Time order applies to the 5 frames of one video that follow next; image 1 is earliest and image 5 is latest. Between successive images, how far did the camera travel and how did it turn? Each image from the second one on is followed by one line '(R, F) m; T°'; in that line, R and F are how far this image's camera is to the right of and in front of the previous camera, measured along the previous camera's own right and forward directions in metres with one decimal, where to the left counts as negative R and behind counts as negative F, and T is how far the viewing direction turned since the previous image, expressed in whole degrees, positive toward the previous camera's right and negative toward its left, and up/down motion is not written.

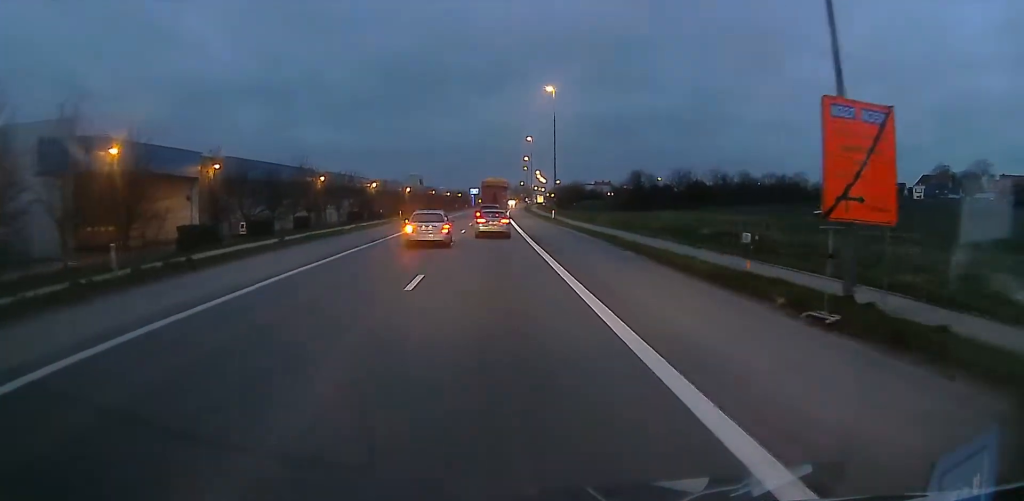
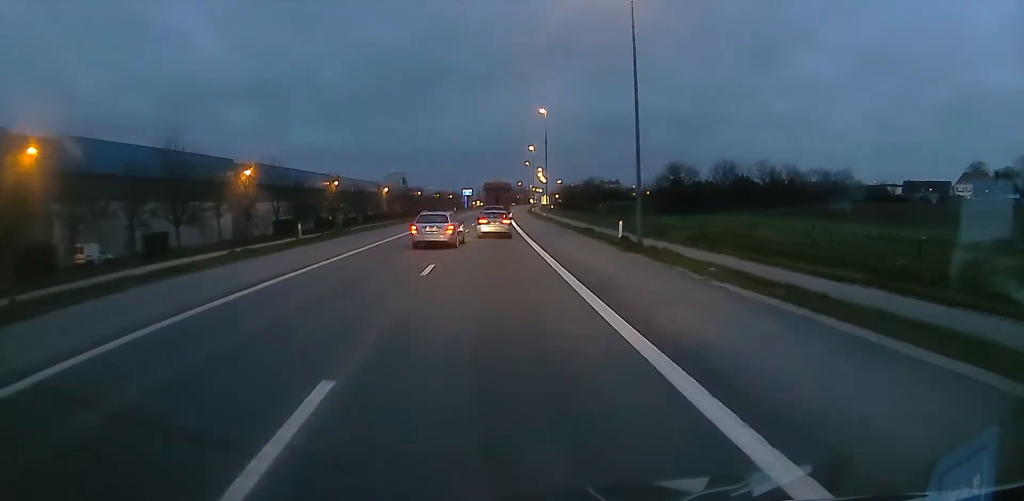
(-1.0, +34.7) m; -1°
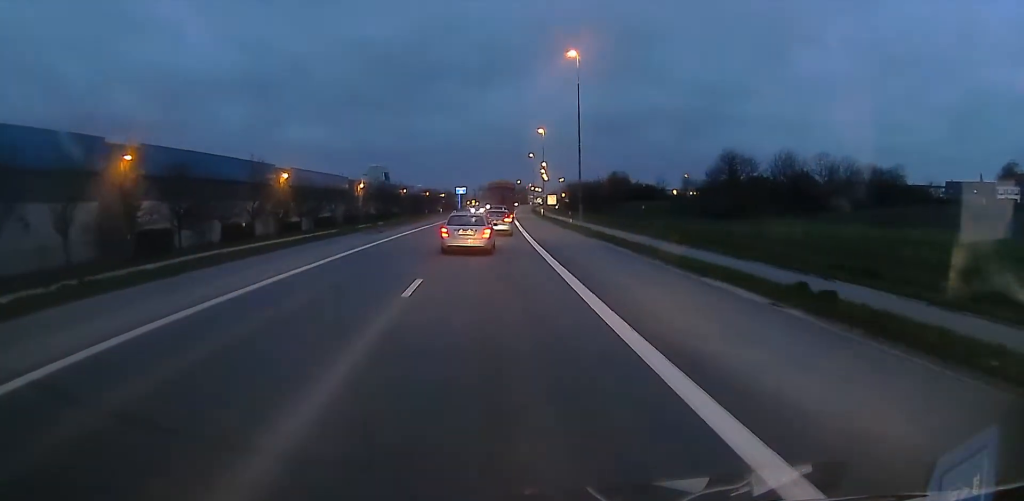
(+1.0, +28.6) m; +3°
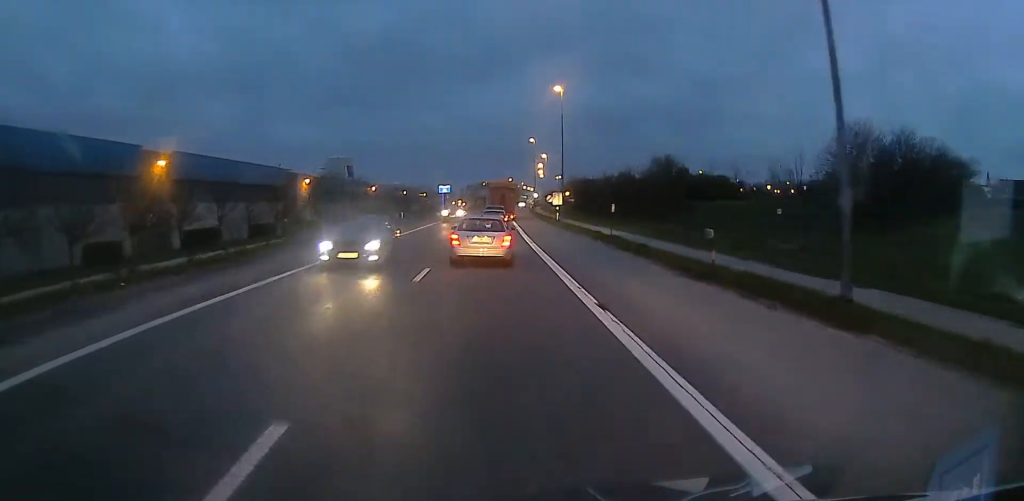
(+0.4, +34.7) m; +2°
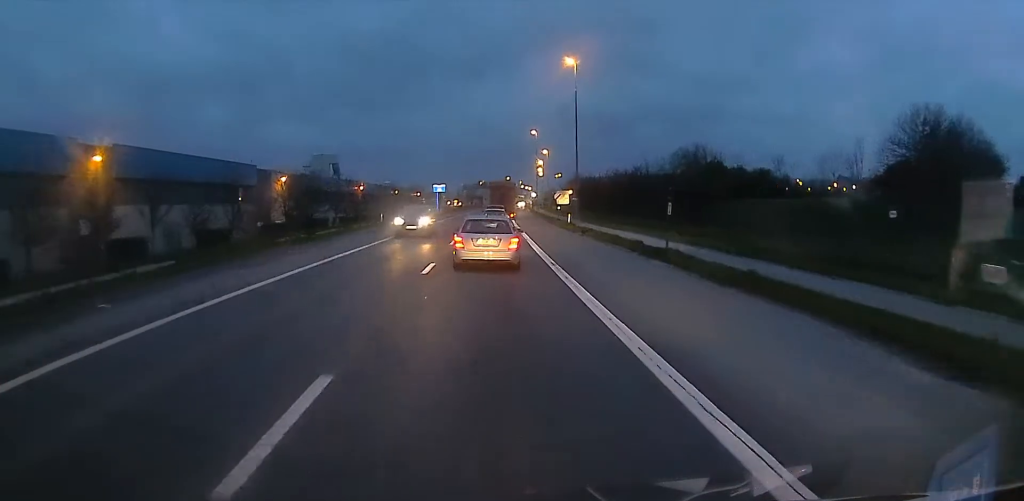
(+0.1, +11.2) m; 0°
